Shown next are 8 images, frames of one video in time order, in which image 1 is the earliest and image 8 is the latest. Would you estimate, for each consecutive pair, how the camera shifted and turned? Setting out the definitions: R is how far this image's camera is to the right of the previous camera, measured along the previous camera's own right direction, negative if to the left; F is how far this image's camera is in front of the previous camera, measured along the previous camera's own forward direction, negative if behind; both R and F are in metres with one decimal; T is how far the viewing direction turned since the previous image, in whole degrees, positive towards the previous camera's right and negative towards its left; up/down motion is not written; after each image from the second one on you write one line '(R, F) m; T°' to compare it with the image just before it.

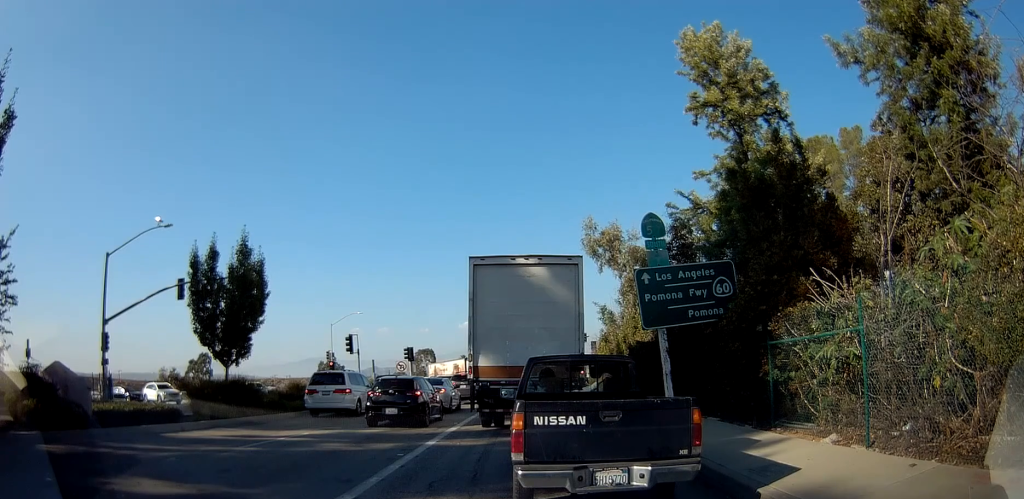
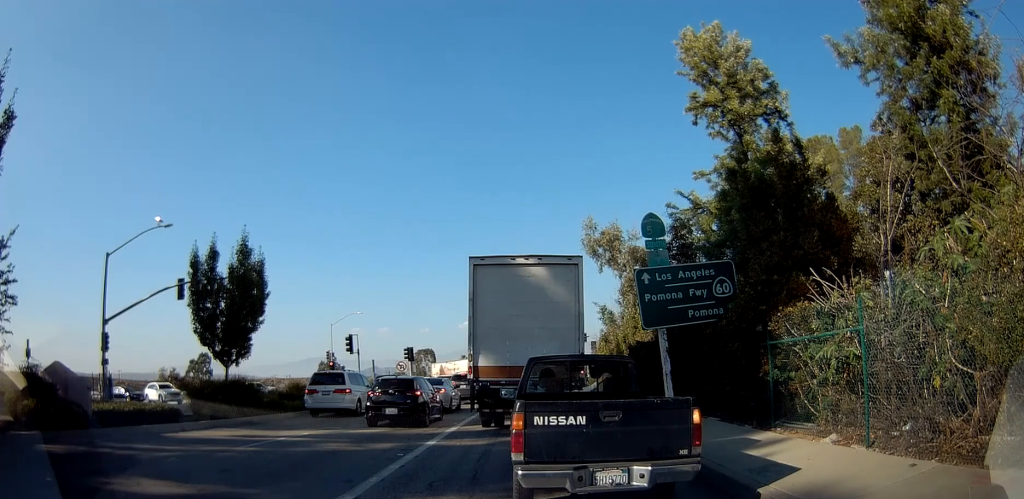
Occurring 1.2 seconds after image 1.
(0.0, 0.0) m; 0°
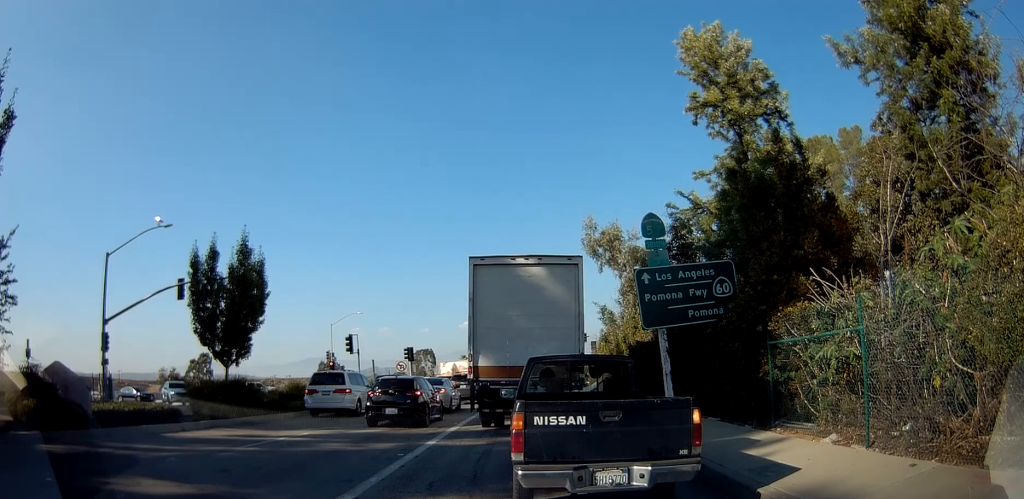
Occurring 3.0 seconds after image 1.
(0.0, 0.0) m; 0°
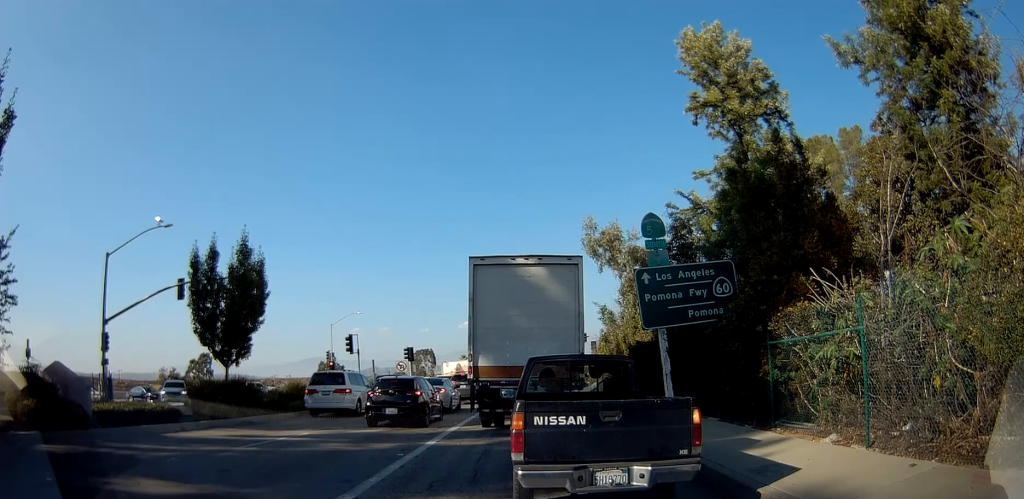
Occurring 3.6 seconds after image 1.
(0.0, 0.0) m; 0°
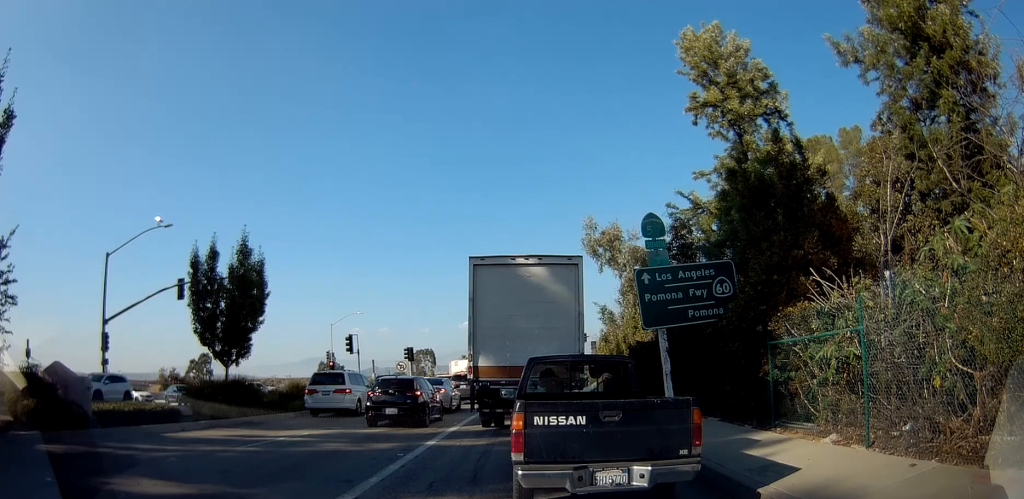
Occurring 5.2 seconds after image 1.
(0.0, 0.0) m; 0°
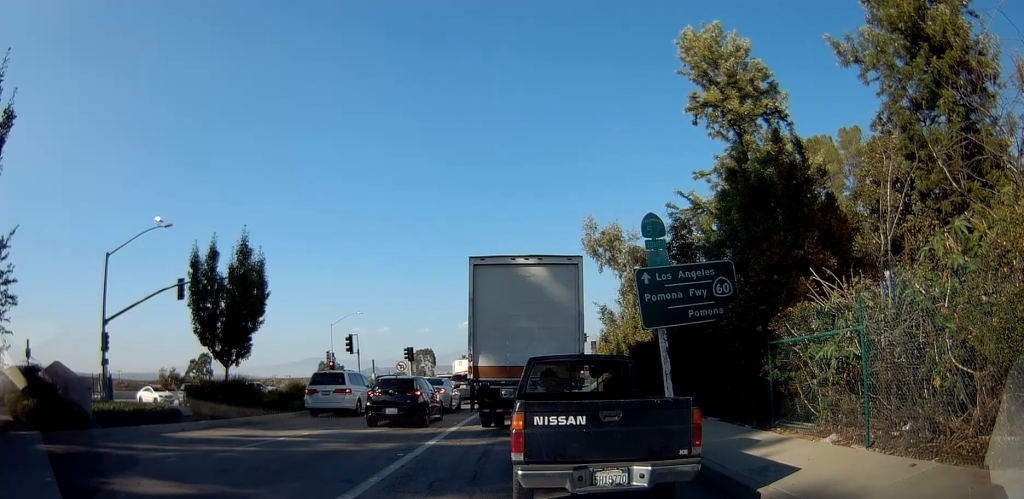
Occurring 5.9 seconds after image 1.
(0.0, 0.0) m; 0°
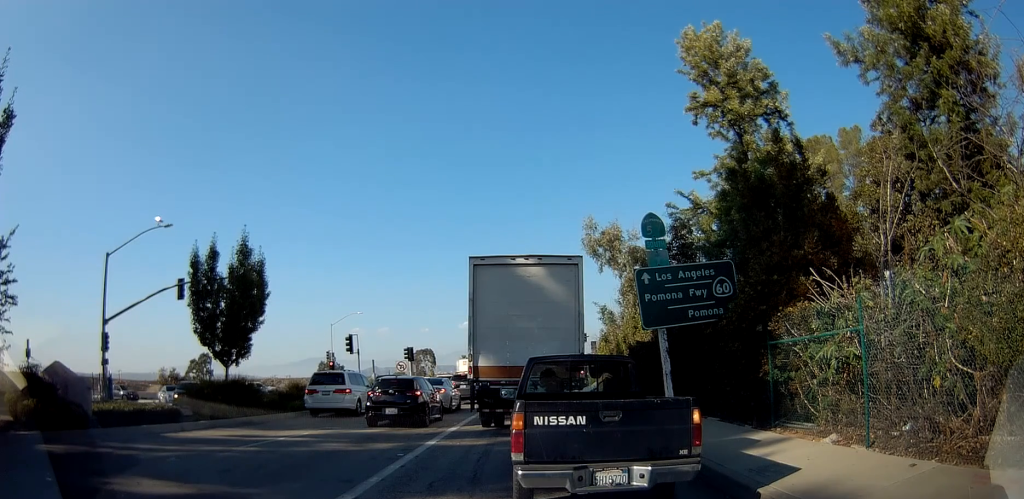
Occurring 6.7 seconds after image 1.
(0.0, 0.0) m; 0°
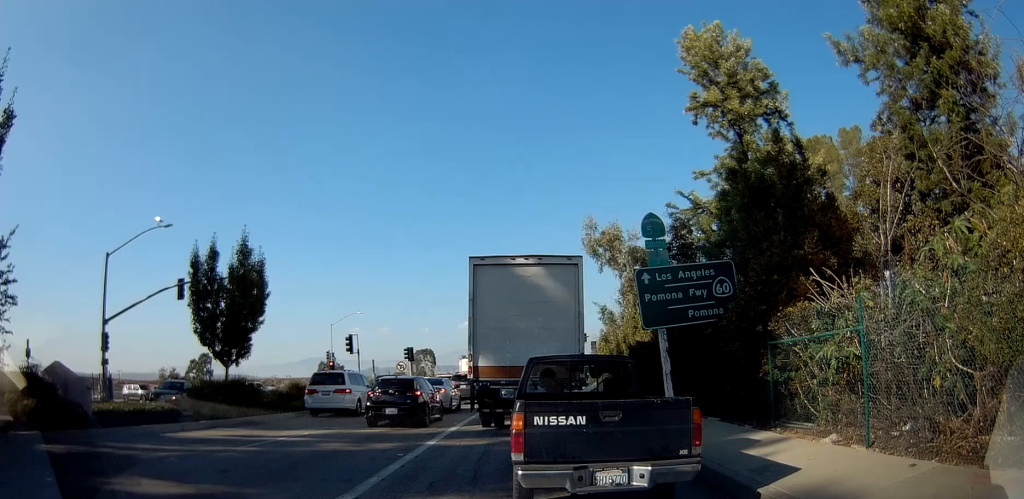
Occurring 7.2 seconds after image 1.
(0.0, 0.0) m; 0°
